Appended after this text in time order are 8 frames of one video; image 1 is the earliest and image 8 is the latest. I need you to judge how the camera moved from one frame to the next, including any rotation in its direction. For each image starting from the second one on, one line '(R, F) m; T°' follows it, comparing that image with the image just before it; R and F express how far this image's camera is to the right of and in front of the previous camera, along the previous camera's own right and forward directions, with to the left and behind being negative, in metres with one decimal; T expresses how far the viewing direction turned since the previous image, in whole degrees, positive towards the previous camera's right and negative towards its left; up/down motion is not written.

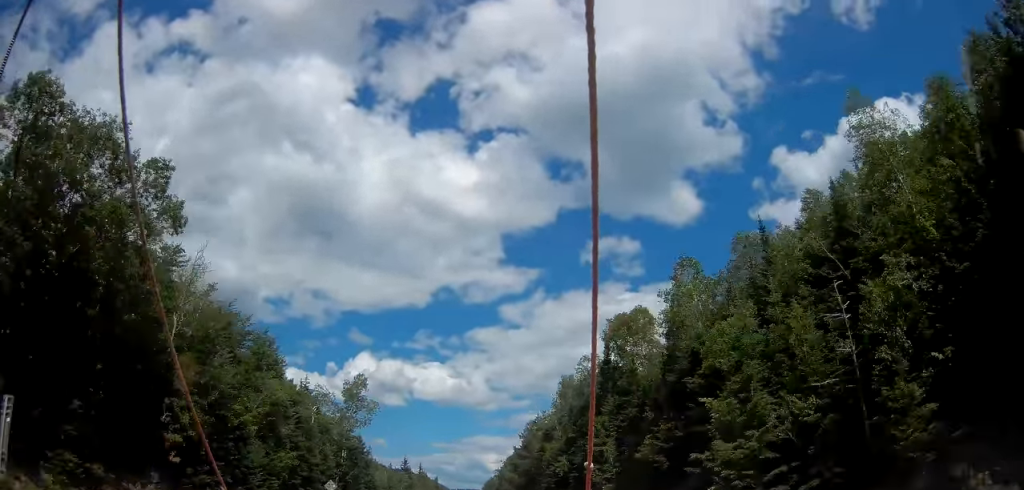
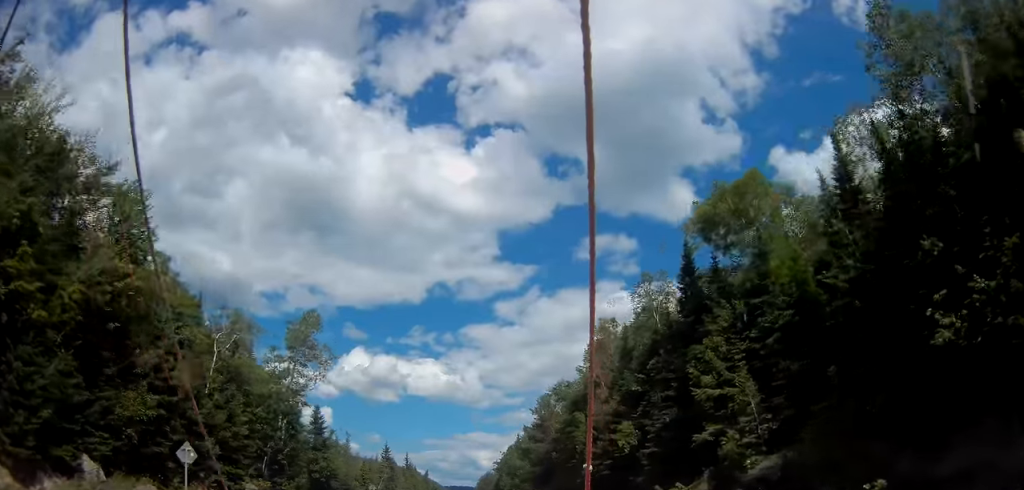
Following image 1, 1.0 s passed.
(+0.5, +24.8) m; 0°
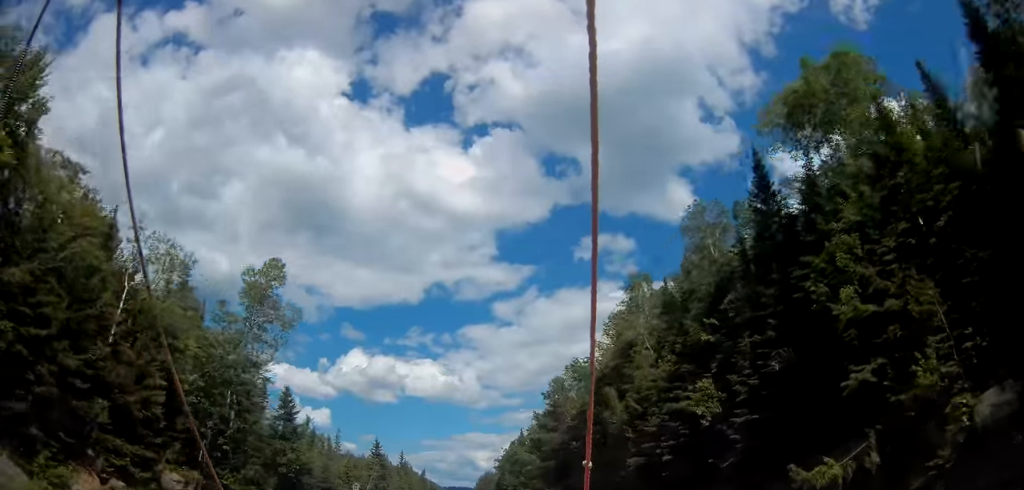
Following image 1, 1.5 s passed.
(-0.2, +11.6) m; 0°
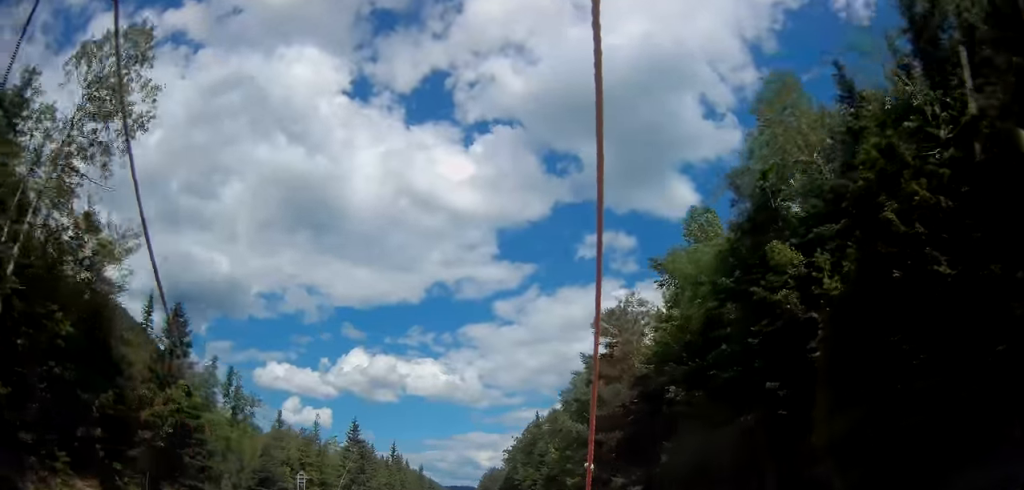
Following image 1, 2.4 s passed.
(+0.1, +24.3) m; +1°
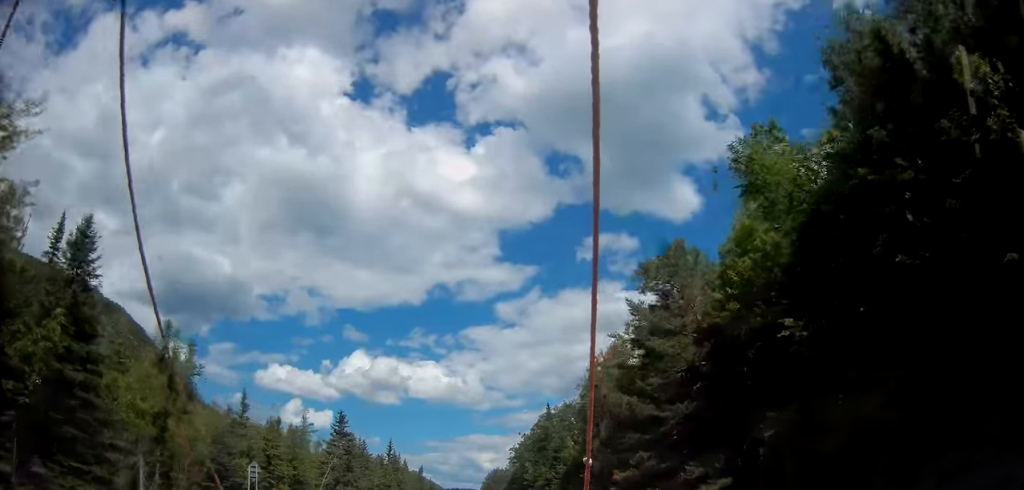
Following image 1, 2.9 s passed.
(+0.1, +11.0) m; 0°
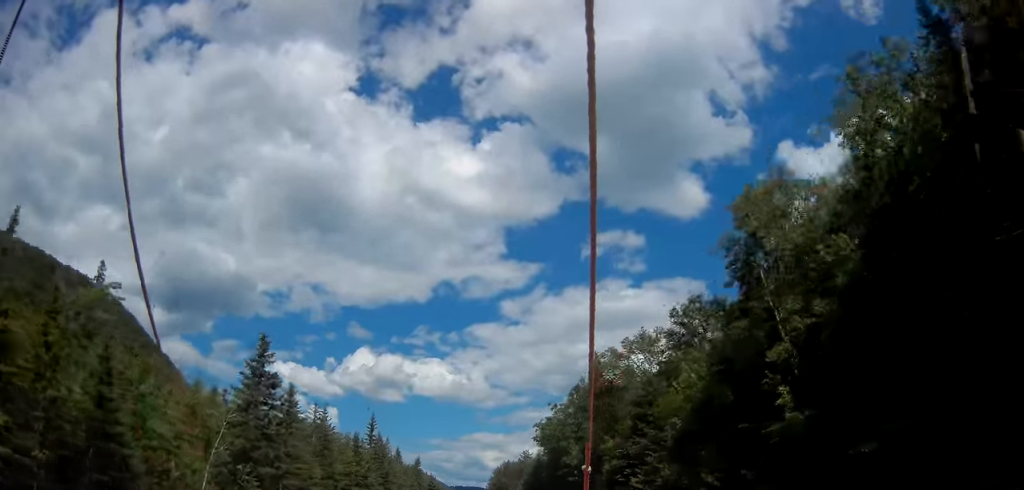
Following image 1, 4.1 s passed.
(-0.2, +31.5) m; -1°
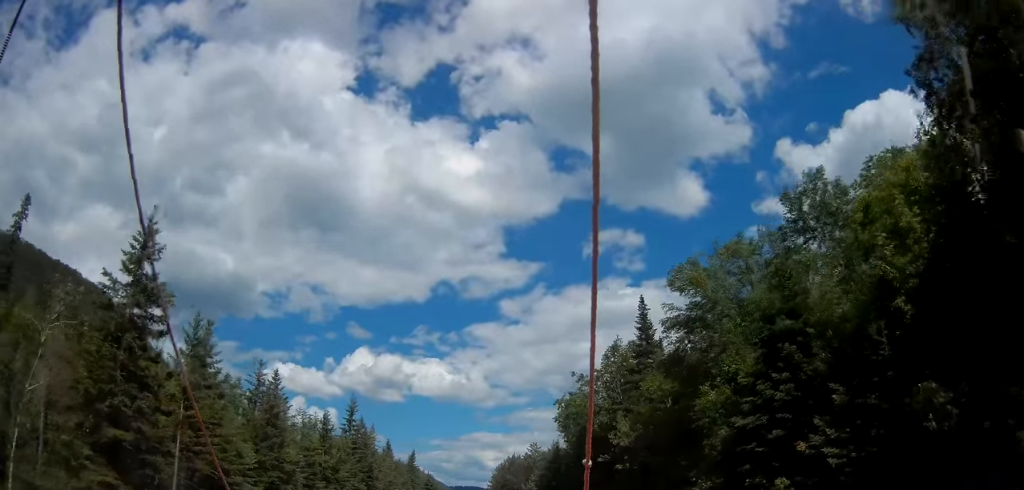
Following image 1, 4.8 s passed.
(-0.3, +18.0) m; 0°
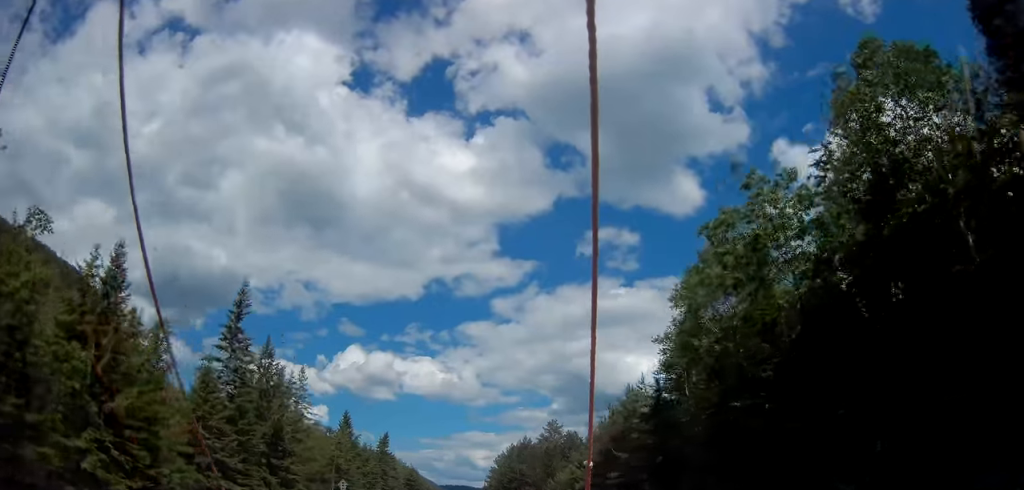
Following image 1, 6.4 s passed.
(+0.2, +40.4) m; 0°
